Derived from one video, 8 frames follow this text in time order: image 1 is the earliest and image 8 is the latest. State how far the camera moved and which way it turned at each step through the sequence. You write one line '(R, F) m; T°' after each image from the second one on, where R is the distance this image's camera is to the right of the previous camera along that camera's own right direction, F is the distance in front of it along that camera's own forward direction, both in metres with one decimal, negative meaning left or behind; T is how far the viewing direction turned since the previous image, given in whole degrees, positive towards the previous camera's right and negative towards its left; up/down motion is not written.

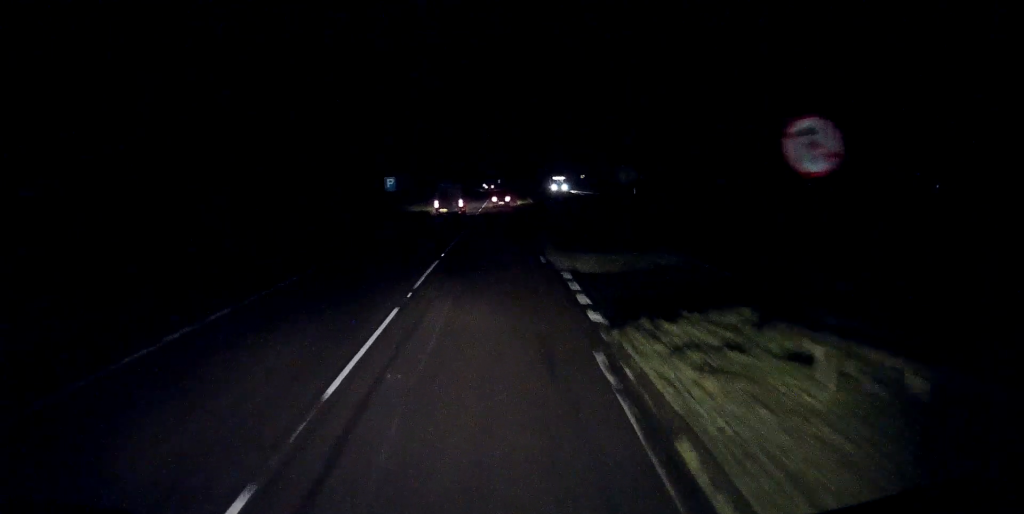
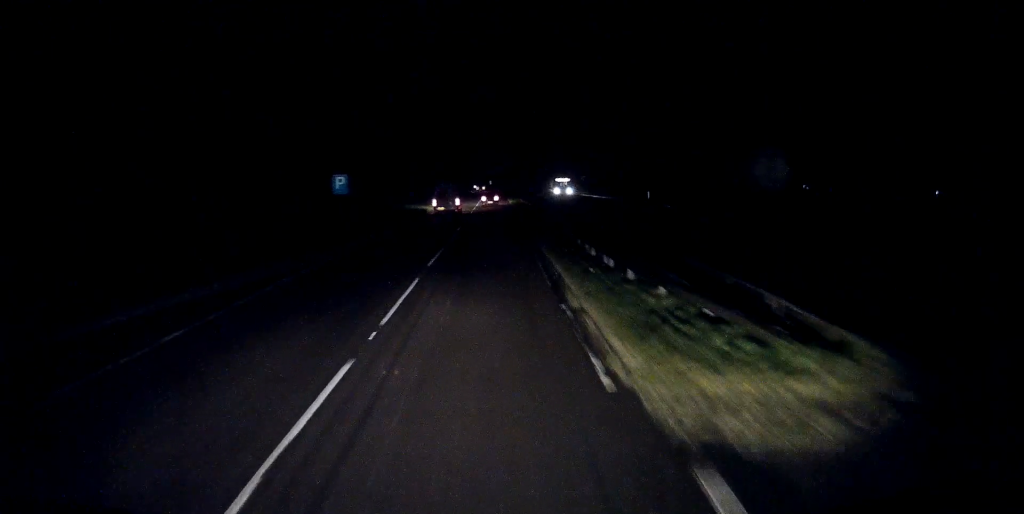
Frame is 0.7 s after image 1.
(+0.3, +14.1) m; +2°
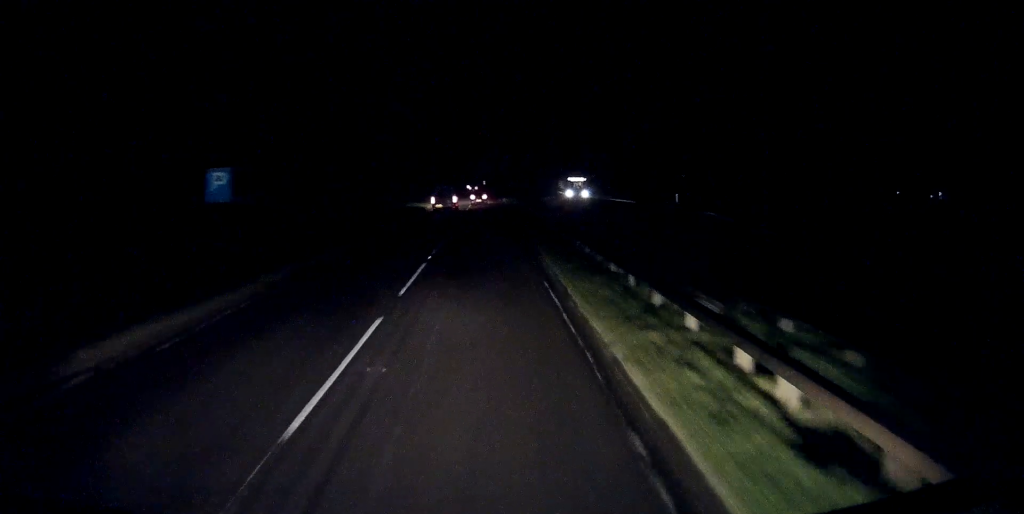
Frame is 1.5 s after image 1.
(+0.3, +15.6) m; +2°
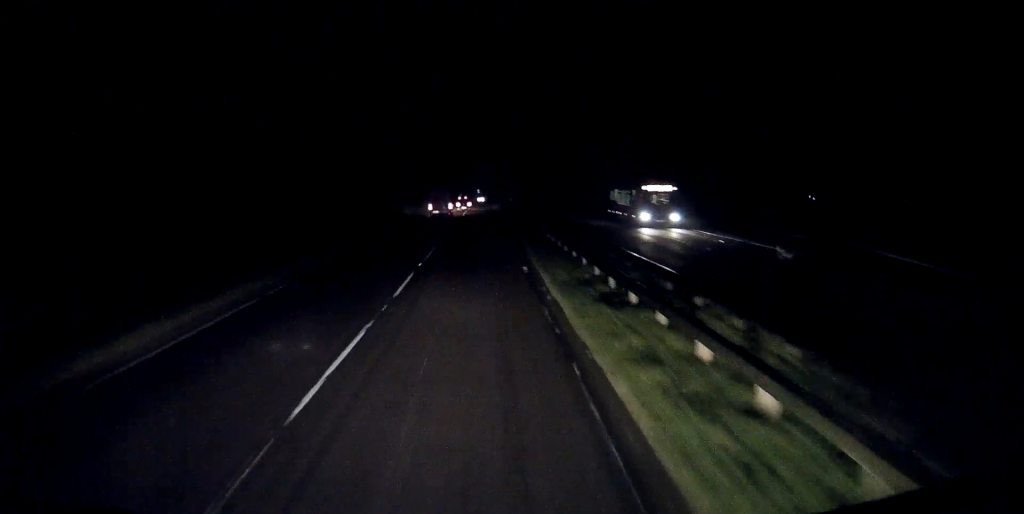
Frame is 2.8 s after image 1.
(+0.4, +27.8) m; +1°
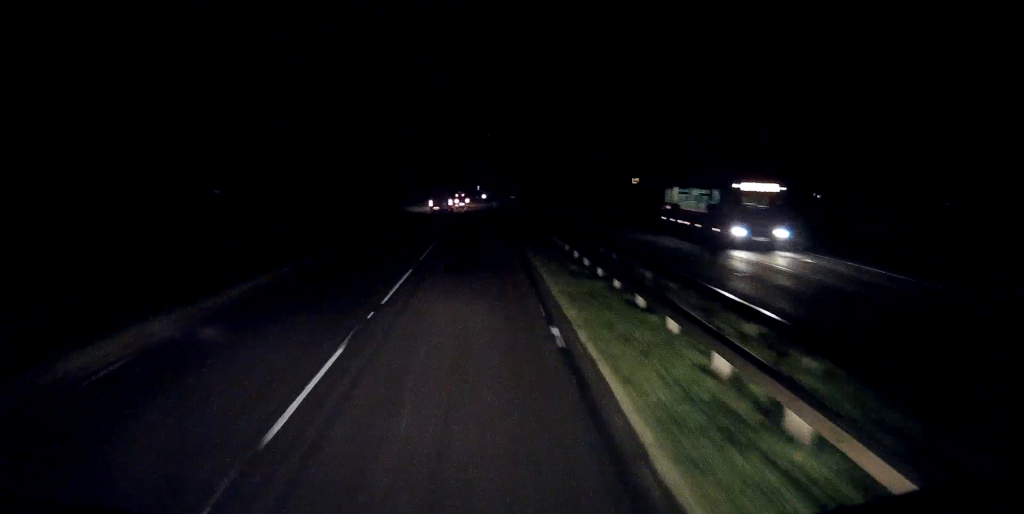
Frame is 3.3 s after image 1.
(0.0, +10.6) m; 0°
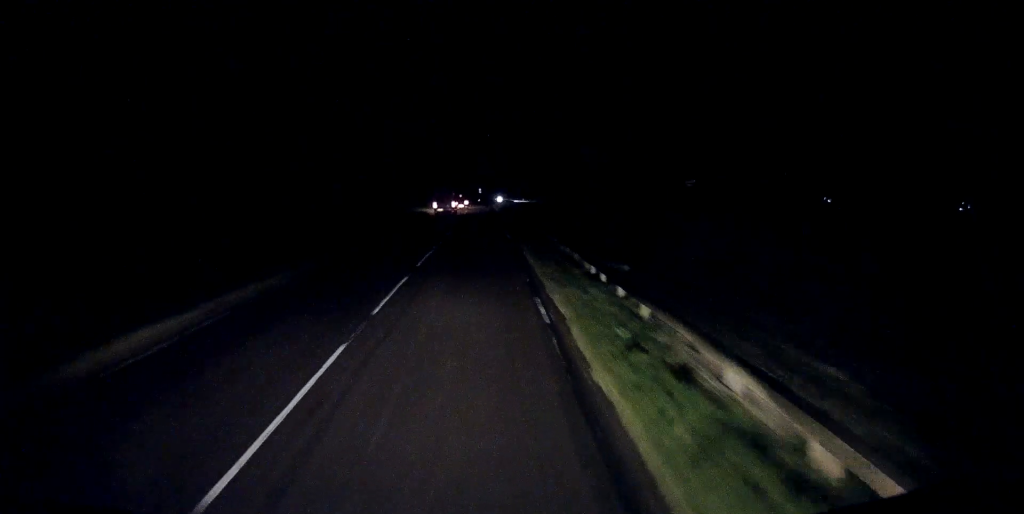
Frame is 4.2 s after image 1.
(0.0, +20.0) m; -1°
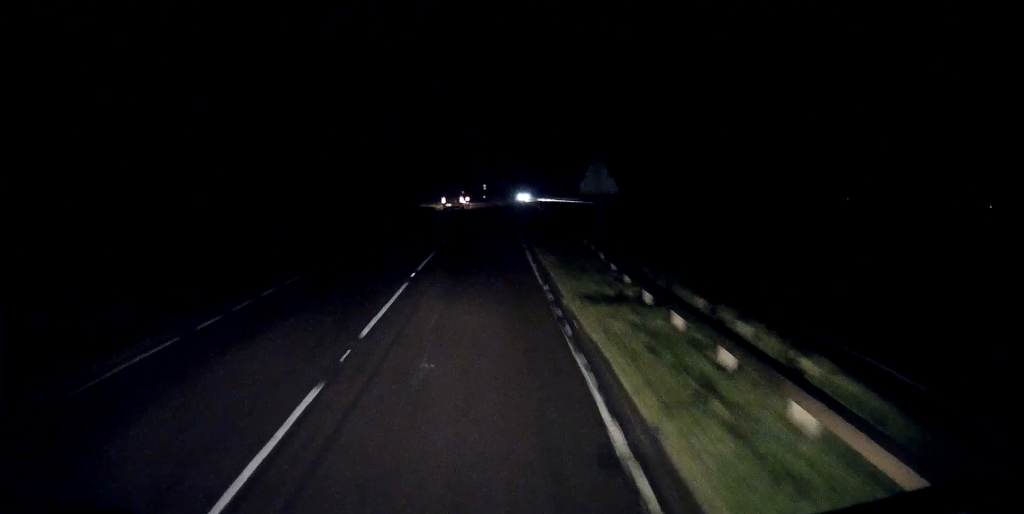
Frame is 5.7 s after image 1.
(-0.2, +31.2) m; 0°
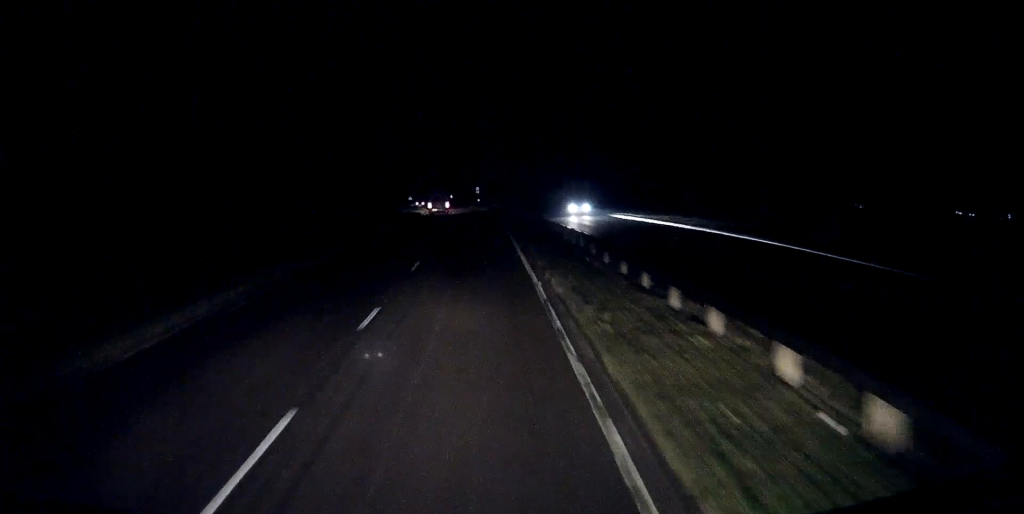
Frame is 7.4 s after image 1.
(+0.1, +38.2) m; 0°
